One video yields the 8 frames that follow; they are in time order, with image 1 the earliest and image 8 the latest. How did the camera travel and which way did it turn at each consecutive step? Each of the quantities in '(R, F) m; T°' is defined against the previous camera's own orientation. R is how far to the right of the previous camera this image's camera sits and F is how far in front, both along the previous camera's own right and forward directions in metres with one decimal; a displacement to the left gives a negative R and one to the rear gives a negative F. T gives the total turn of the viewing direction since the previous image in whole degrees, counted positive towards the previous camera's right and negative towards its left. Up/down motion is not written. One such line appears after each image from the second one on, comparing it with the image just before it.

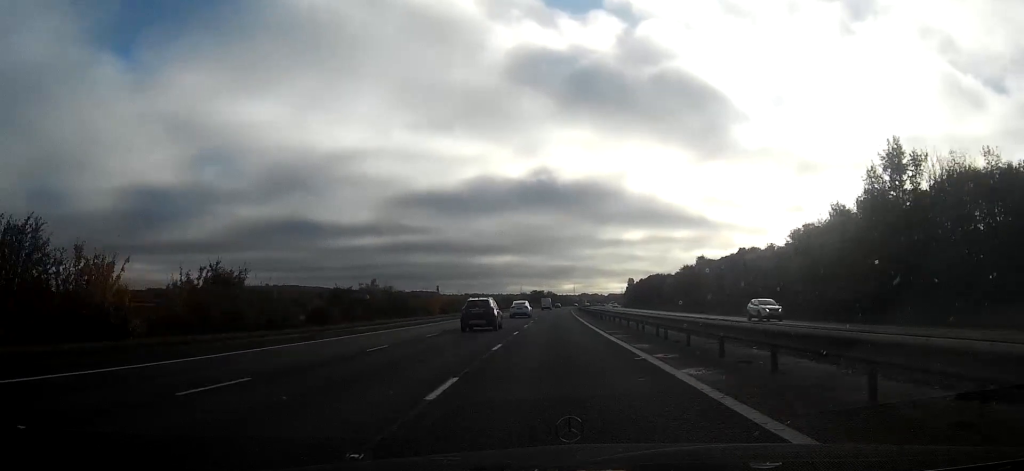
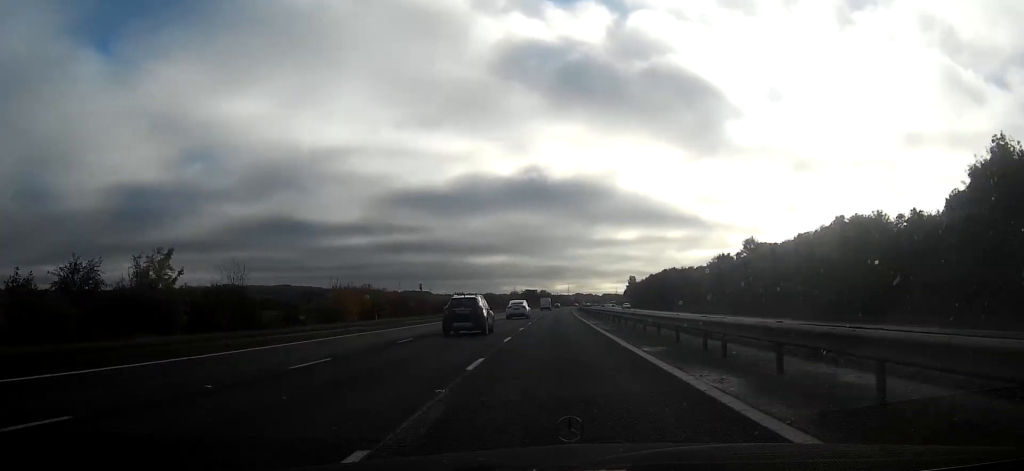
(+0.1, +32.2) m; +1°
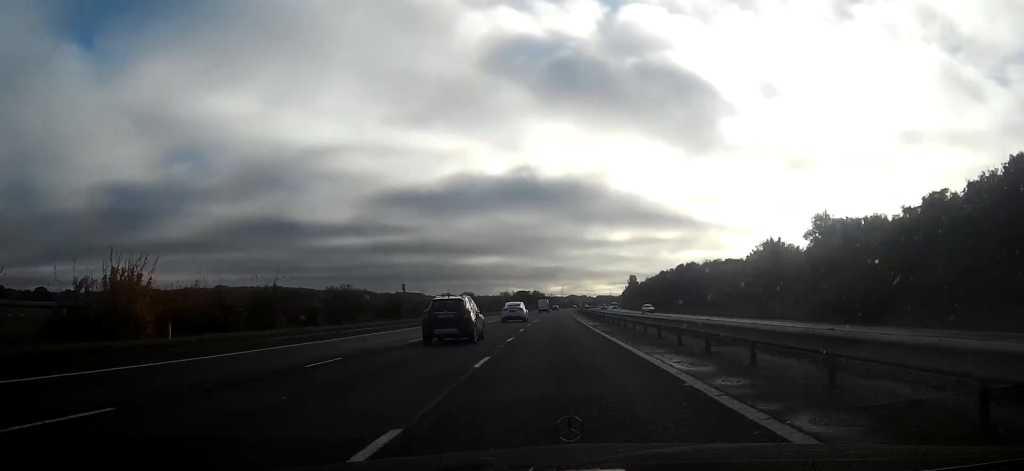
(+0.2, +25.9) m; +1°
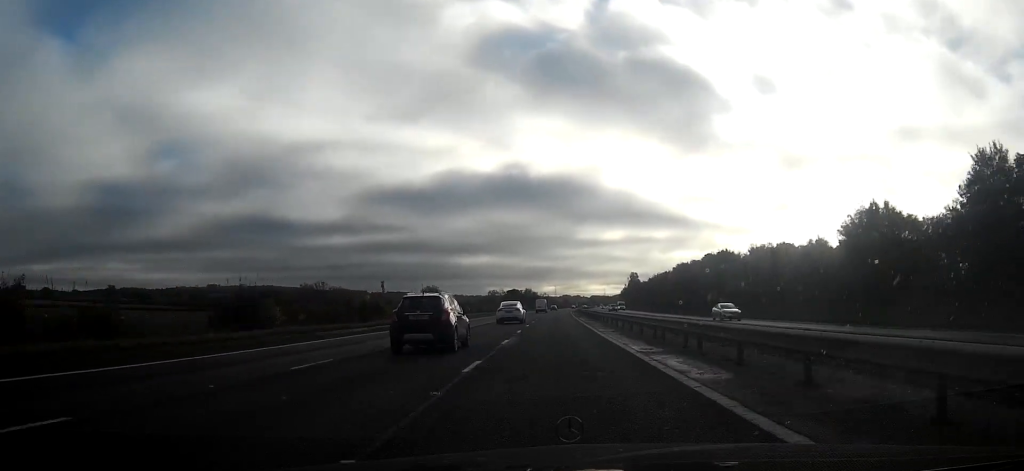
(0.0, +28.2) m; 0°
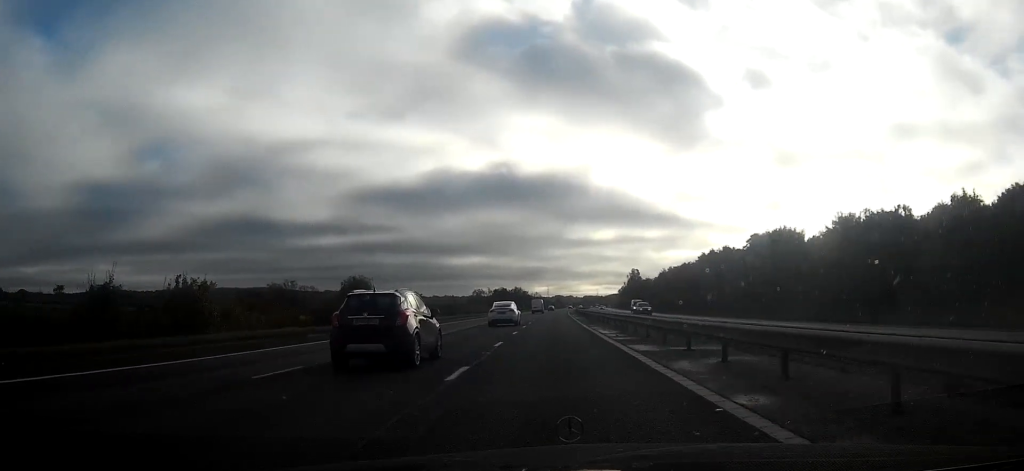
(+0.1, +28.1) m; 0°
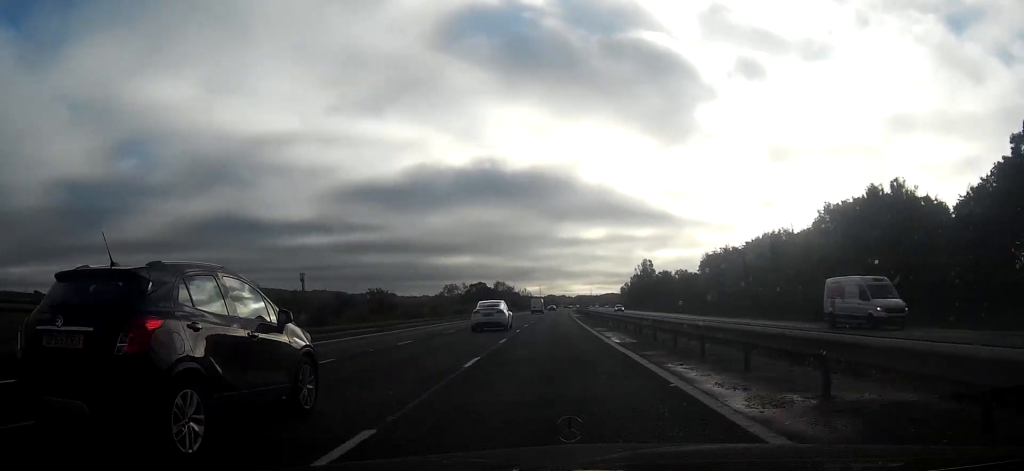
(+0.1, +51.2) m; 0°
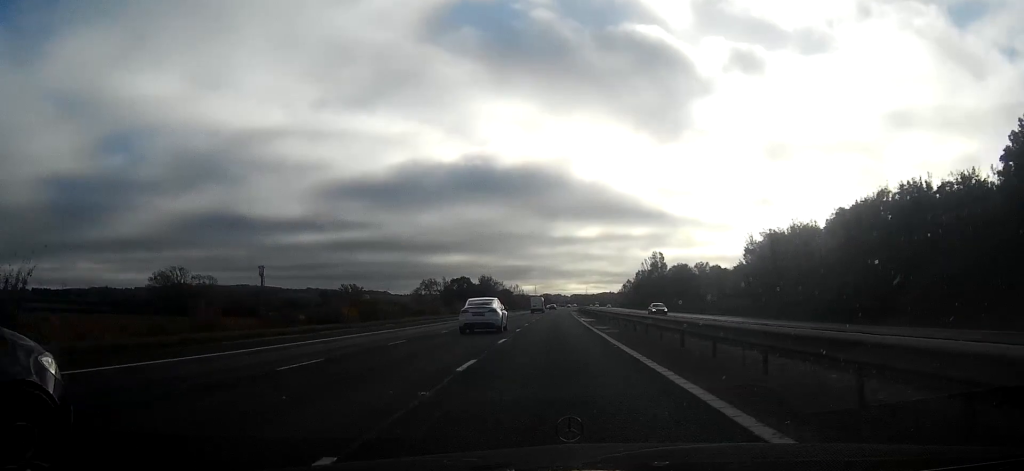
(+0.1, +28.0) m; +1°
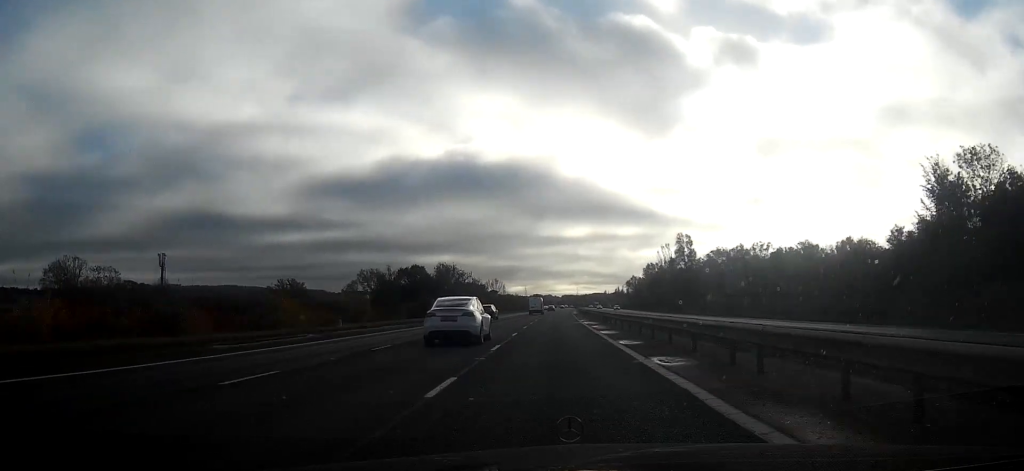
(+0.7, +47.5) m; +1°
